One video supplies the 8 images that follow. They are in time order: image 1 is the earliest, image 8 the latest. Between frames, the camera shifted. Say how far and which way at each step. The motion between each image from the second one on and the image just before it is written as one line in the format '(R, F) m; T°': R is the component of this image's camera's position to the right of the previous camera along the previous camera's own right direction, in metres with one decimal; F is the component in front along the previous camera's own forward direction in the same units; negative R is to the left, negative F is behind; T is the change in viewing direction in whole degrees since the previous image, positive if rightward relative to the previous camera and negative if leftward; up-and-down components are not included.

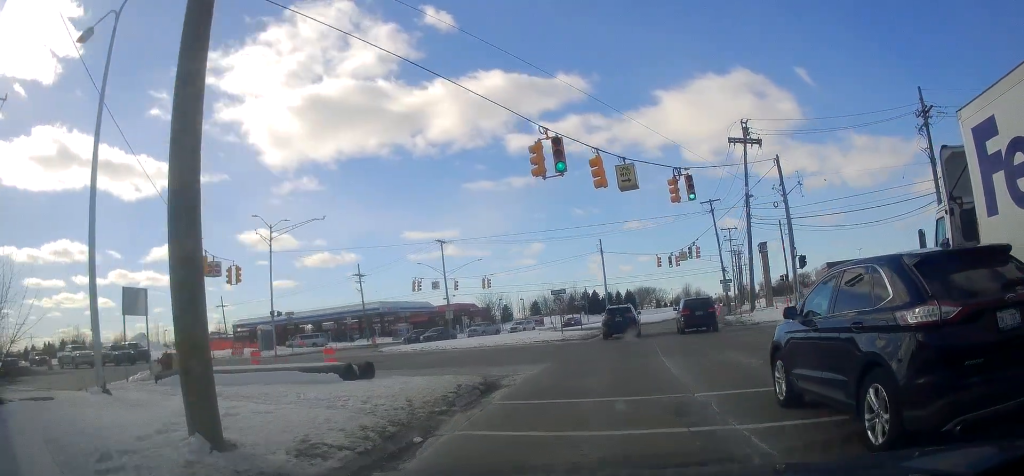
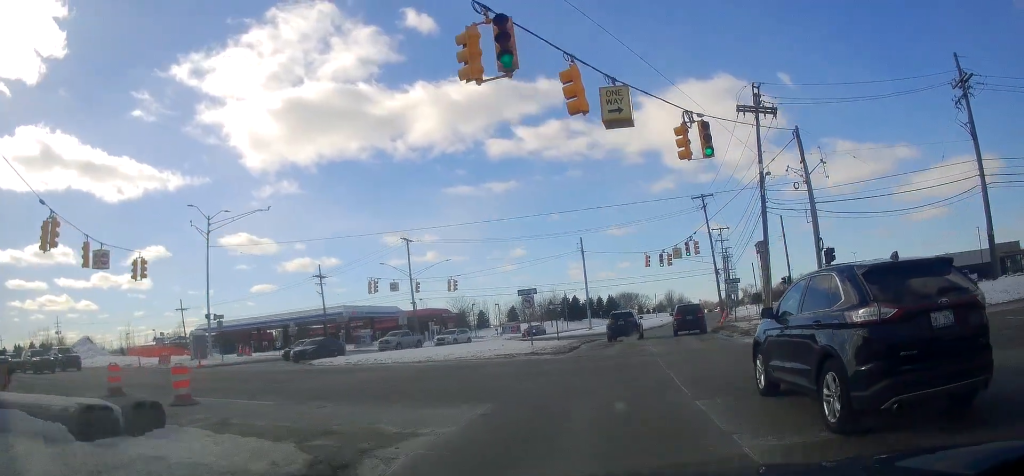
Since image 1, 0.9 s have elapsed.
(-0.5, +8.2) m; -1°
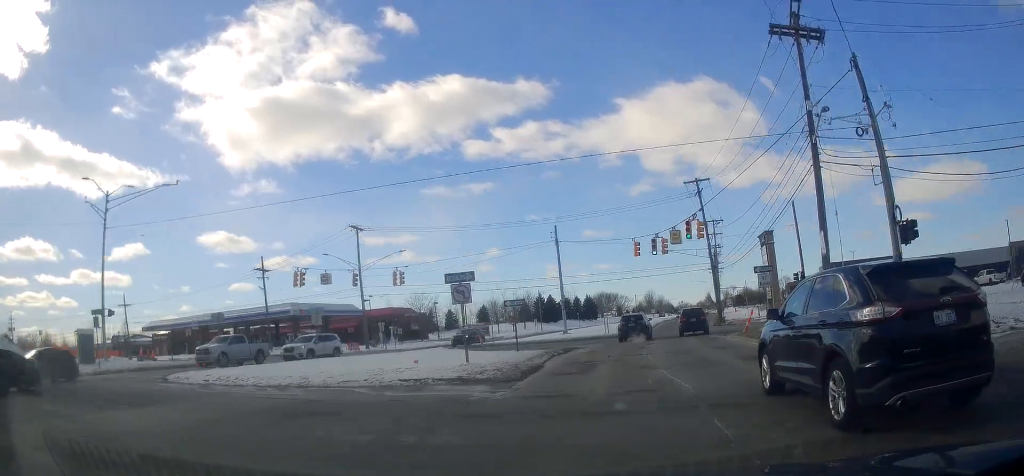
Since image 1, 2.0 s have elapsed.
(+0.4, +10.5) m; +2°
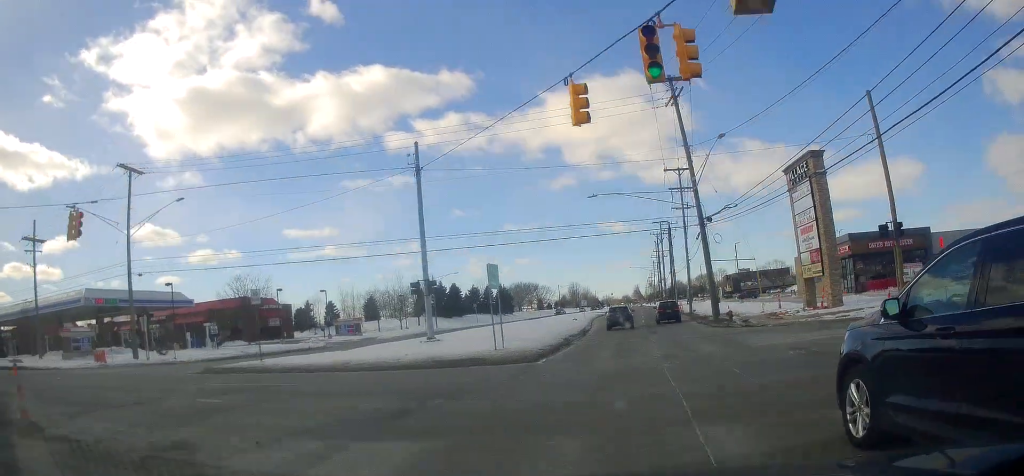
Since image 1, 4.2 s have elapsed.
(+1.3, +25.0) m; +8°
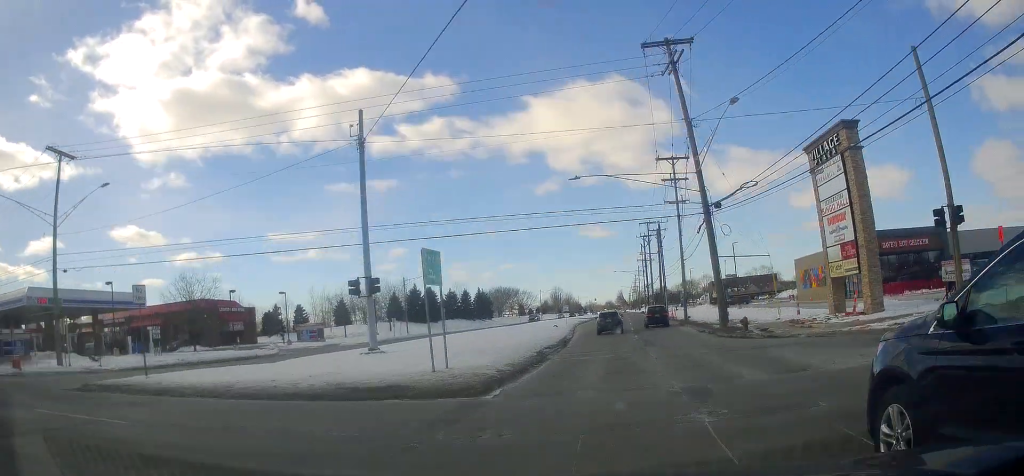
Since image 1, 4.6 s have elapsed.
(+0.1, +5.2) m; +1°
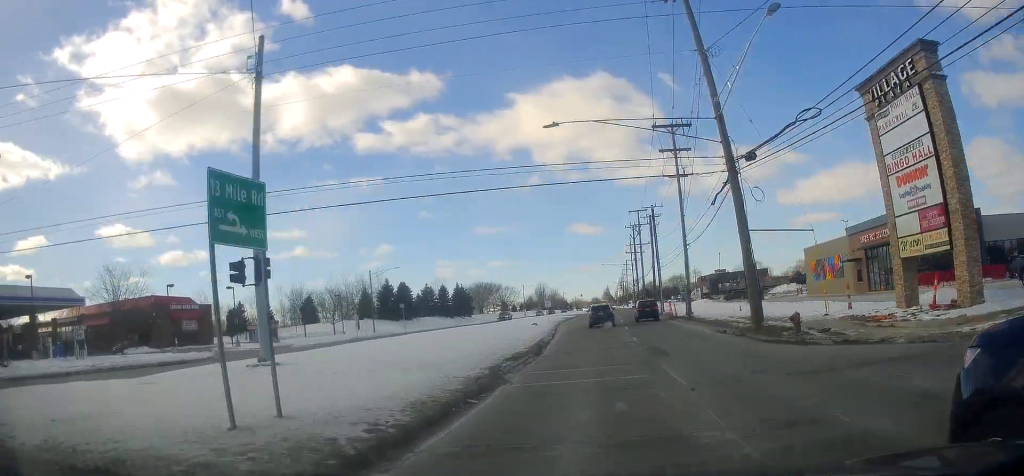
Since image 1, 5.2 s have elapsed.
(+0.1, +6.8) m; +1°
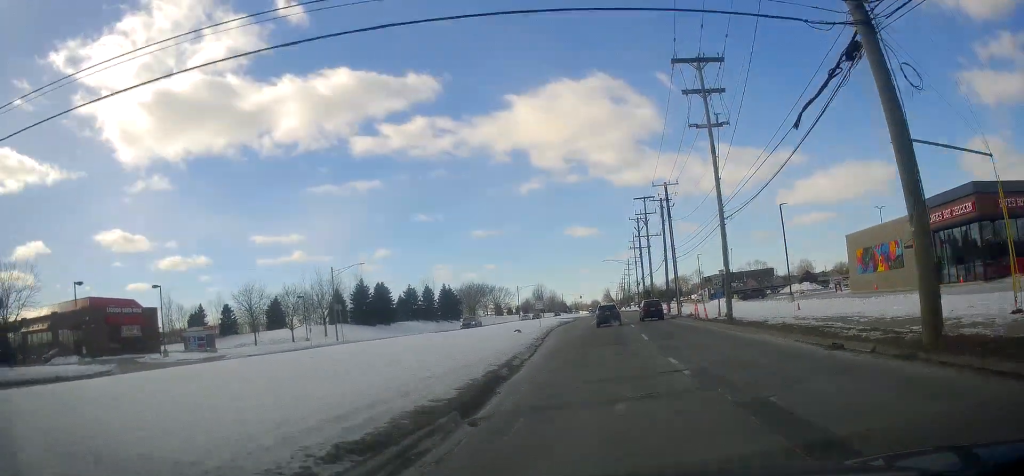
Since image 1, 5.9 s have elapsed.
(0.0, +10.6) m; 0°
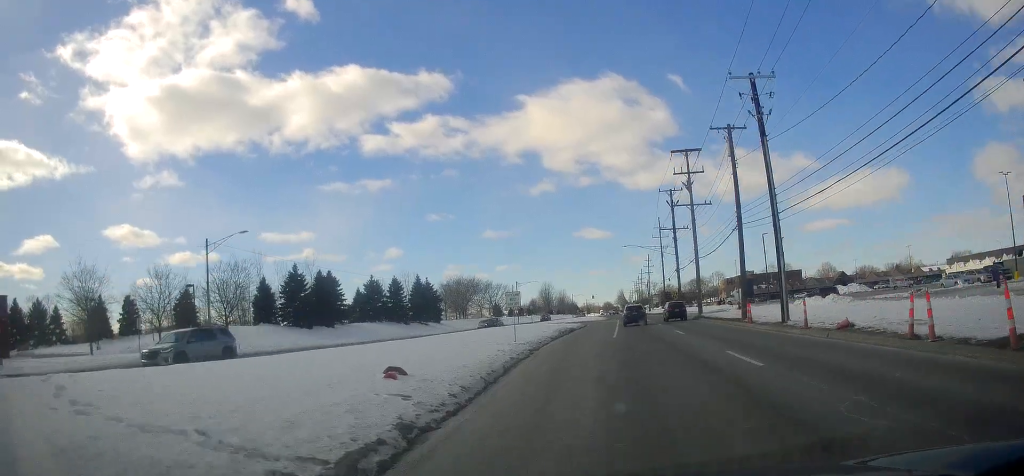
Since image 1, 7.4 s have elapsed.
(-0.3, +25.4) m; 0°
